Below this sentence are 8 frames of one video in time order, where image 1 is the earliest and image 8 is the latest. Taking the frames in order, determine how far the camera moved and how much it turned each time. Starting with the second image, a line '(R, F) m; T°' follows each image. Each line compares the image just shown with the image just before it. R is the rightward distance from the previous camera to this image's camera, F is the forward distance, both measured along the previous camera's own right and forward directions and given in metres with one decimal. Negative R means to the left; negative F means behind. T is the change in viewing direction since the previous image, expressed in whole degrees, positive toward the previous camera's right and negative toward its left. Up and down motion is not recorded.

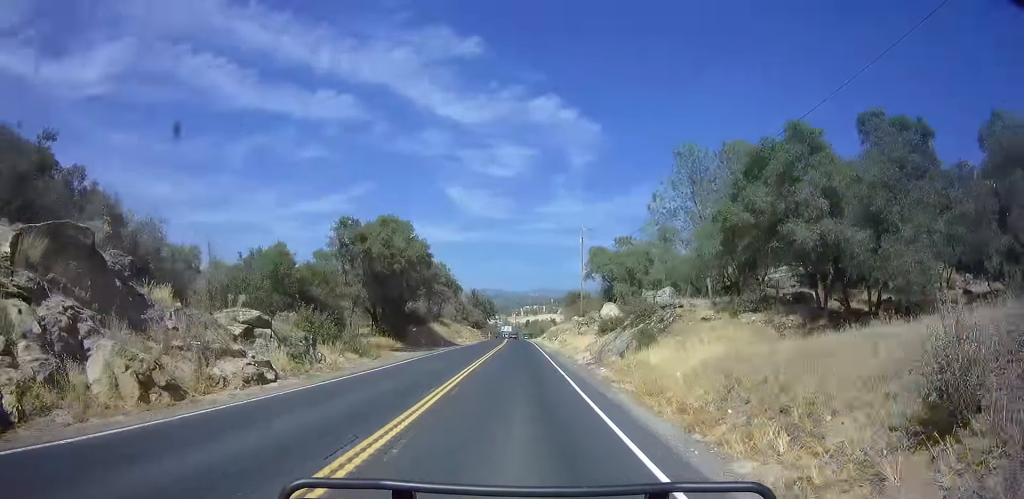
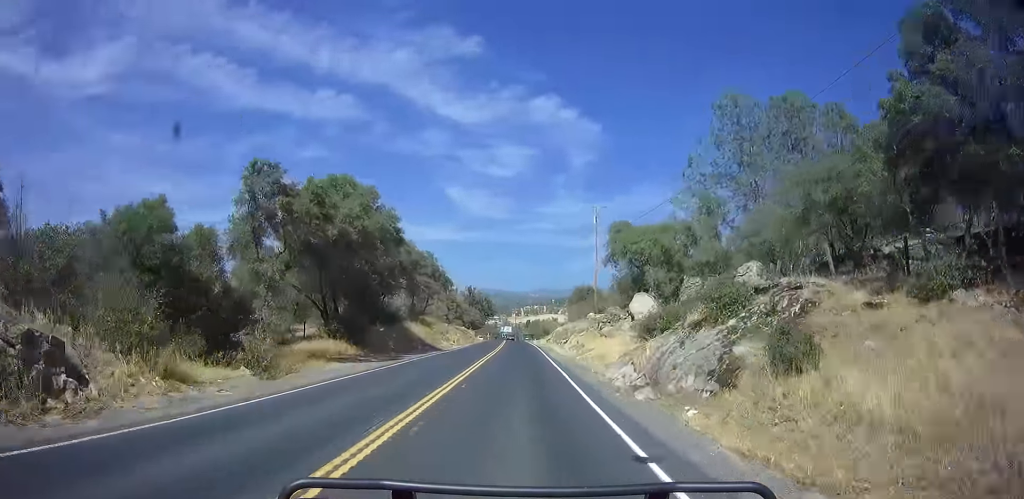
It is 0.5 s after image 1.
(+0.2, +12.9) m; 0°
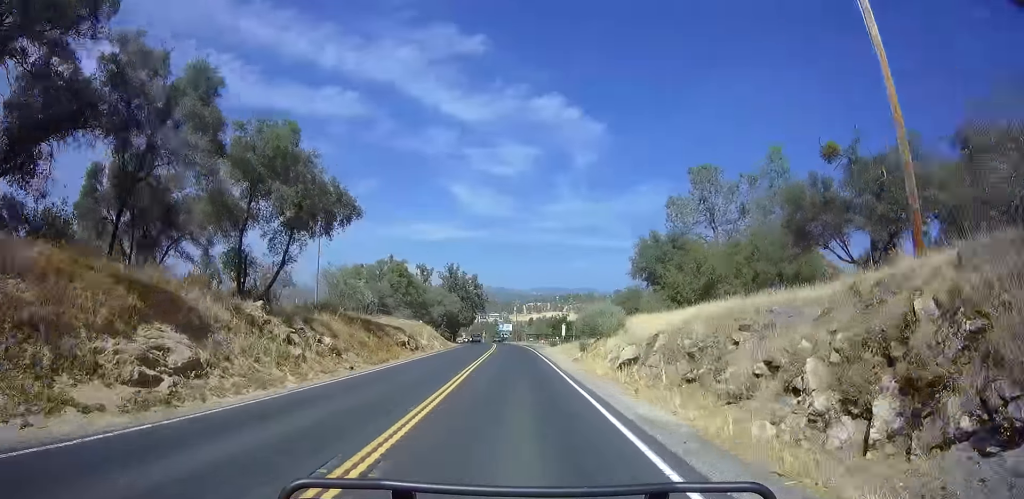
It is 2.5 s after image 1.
(+0.2, +46.7) m; +1°
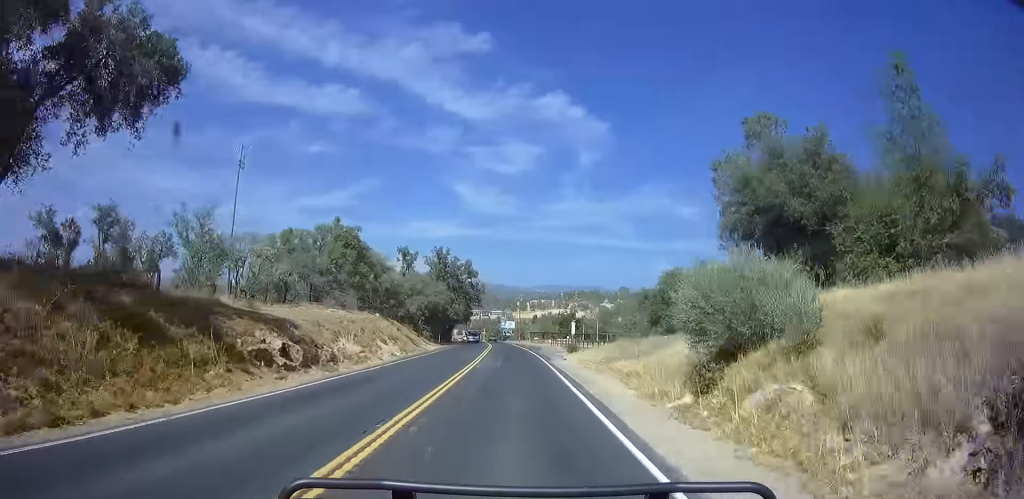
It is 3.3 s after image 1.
(0.0, +19.2) m; -1°
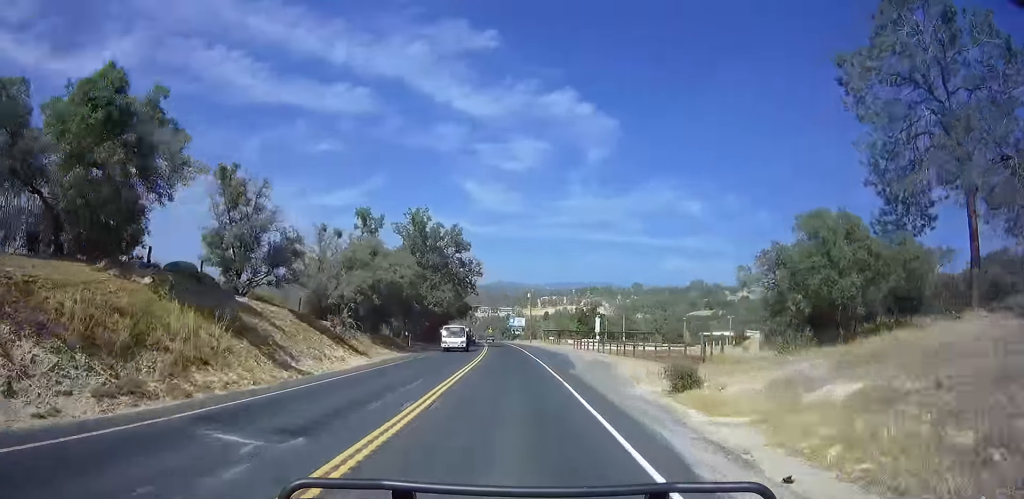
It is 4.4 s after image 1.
(-0.5, +27.0) m; -1°
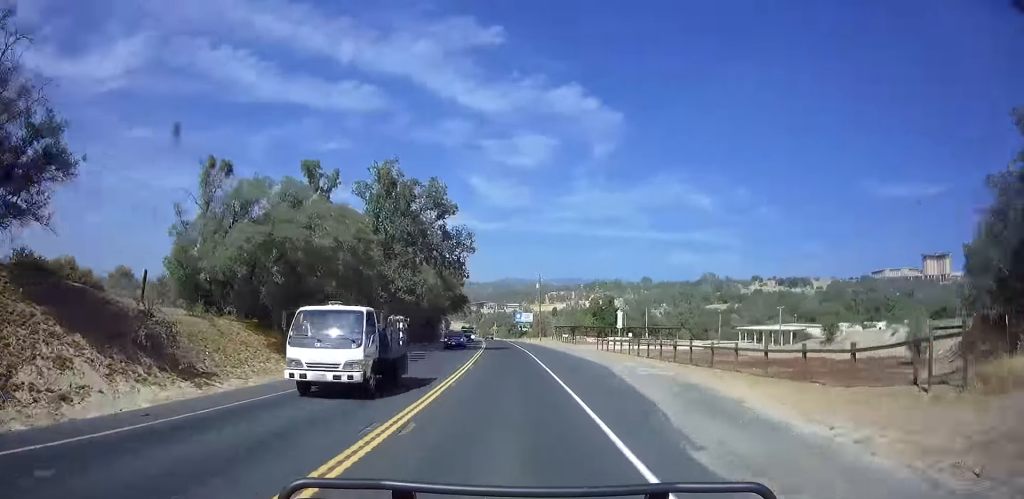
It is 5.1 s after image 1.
(0.0, +17.4) m; -1°
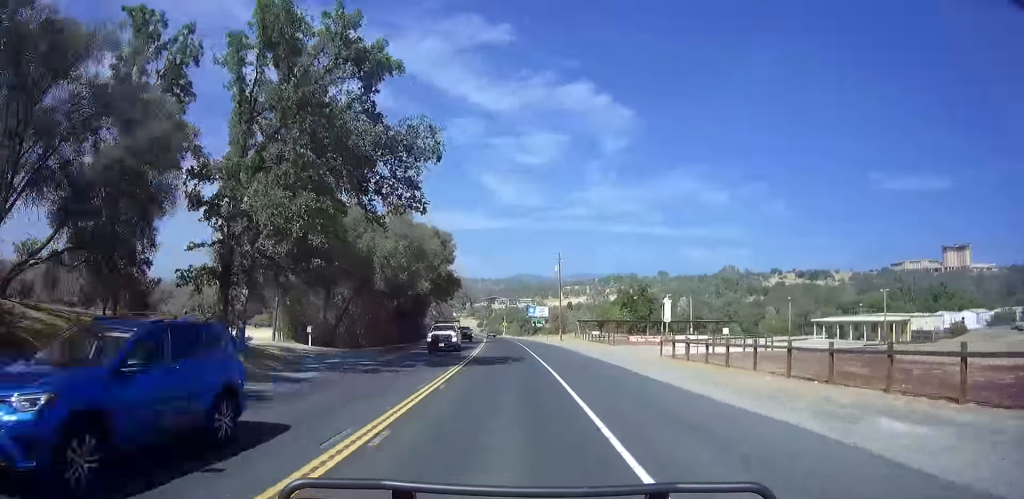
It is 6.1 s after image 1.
(-0.2, +23.5) m; -1°
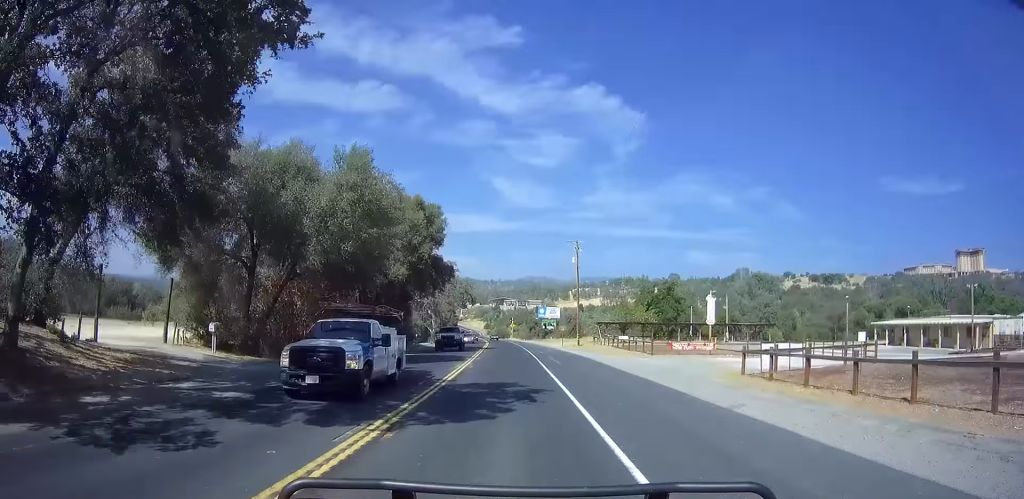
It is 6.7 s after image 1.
(-0.2, +13.2) m; -1°
